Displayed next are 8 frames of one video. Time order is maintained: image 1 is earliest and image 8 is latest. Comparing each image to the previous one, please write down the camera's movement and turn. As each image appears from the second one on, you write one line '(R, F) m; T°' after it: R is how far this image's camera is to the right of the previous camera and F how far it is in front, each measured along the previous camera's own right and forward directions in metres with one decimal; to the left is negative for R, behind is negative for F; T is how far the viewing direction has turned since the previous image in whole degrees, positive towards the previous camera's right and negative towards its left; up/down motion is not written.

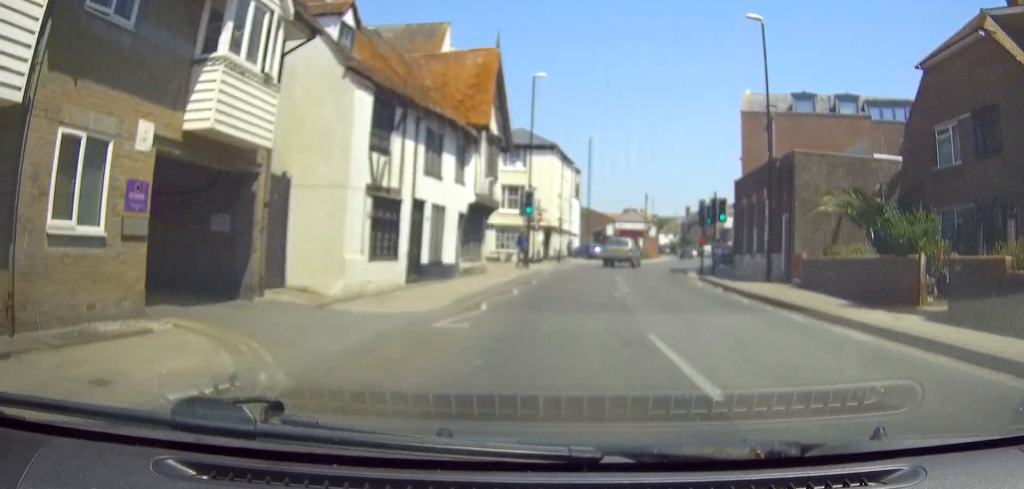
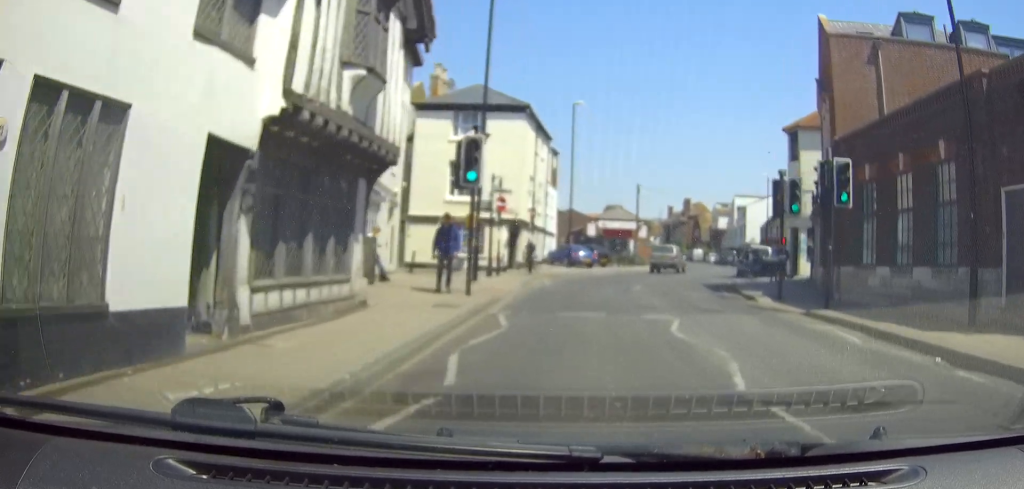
(+0.3, +14.5) m; +4°
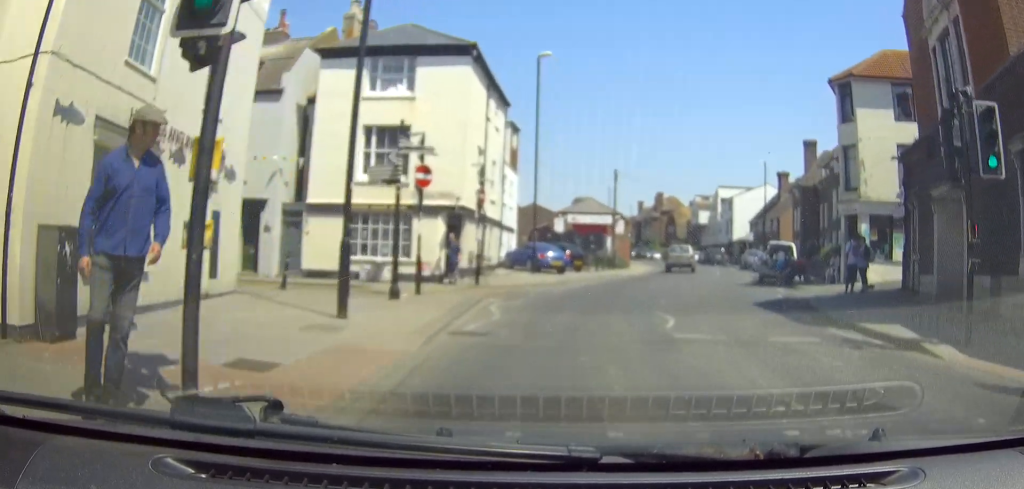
(+0.4, +10.8) m; +3°
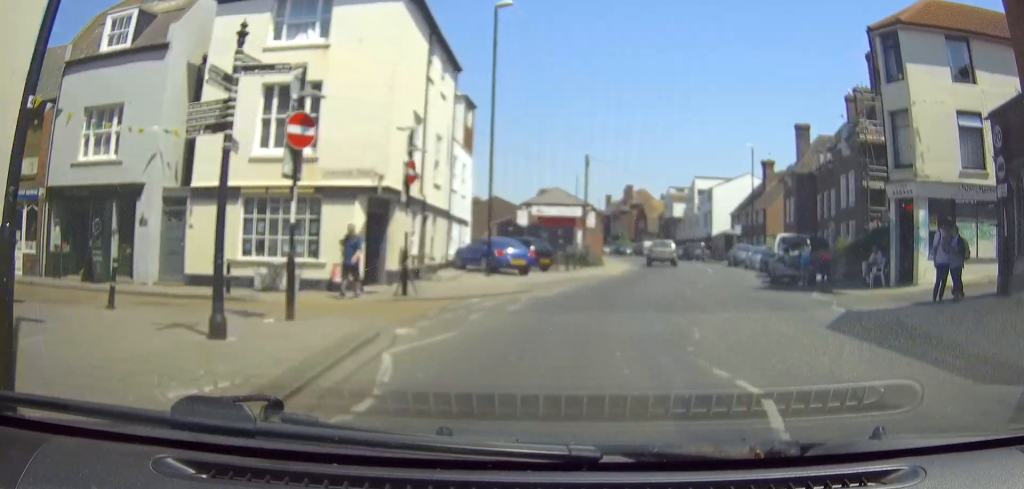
(0.0, +6.6) m; +3°
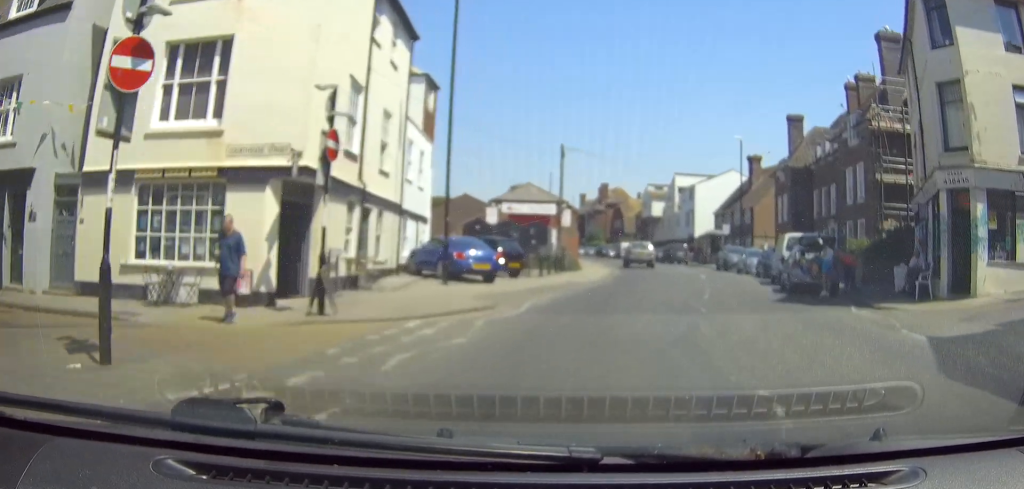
(+0.1, +4.4) m; +2°
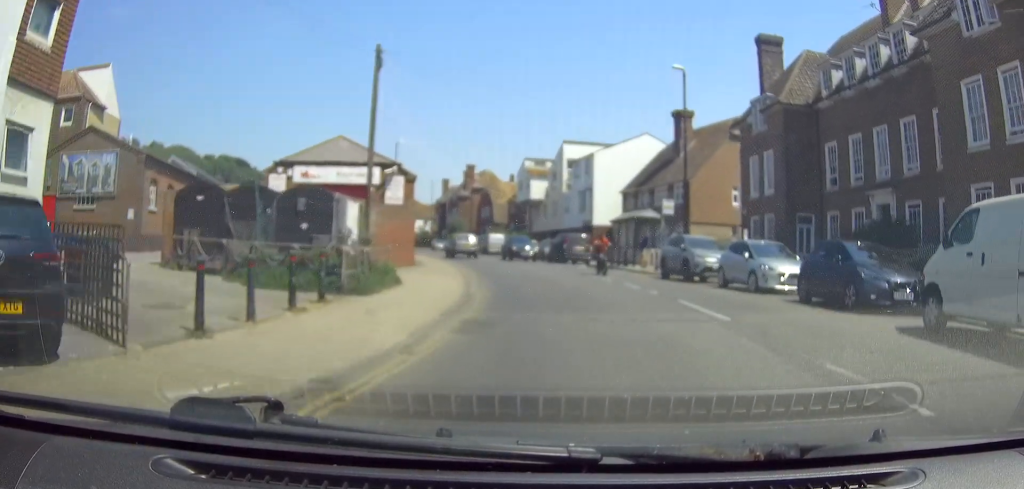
(+1.9, +21.4) m; +7°
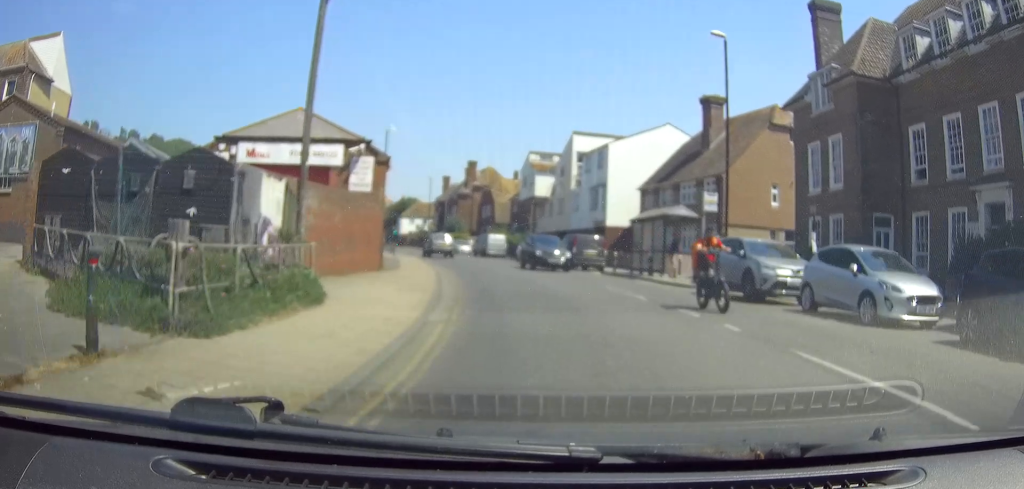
(+0.1, +7.0) m; -1°
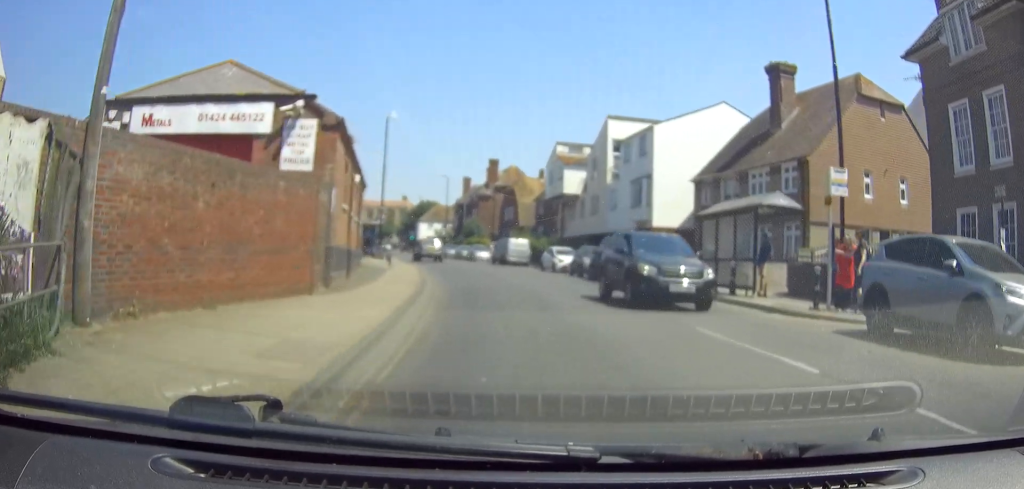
(-0.2, +9.0) m; -3°
